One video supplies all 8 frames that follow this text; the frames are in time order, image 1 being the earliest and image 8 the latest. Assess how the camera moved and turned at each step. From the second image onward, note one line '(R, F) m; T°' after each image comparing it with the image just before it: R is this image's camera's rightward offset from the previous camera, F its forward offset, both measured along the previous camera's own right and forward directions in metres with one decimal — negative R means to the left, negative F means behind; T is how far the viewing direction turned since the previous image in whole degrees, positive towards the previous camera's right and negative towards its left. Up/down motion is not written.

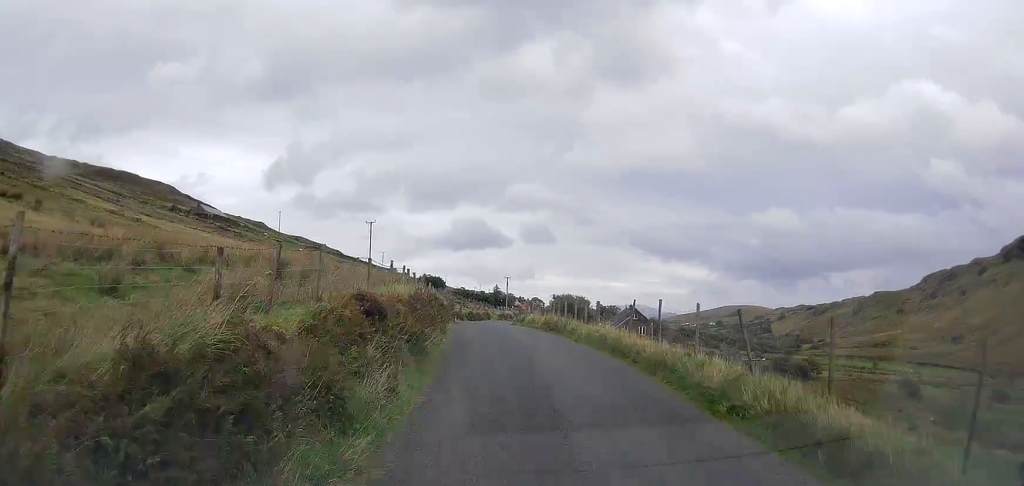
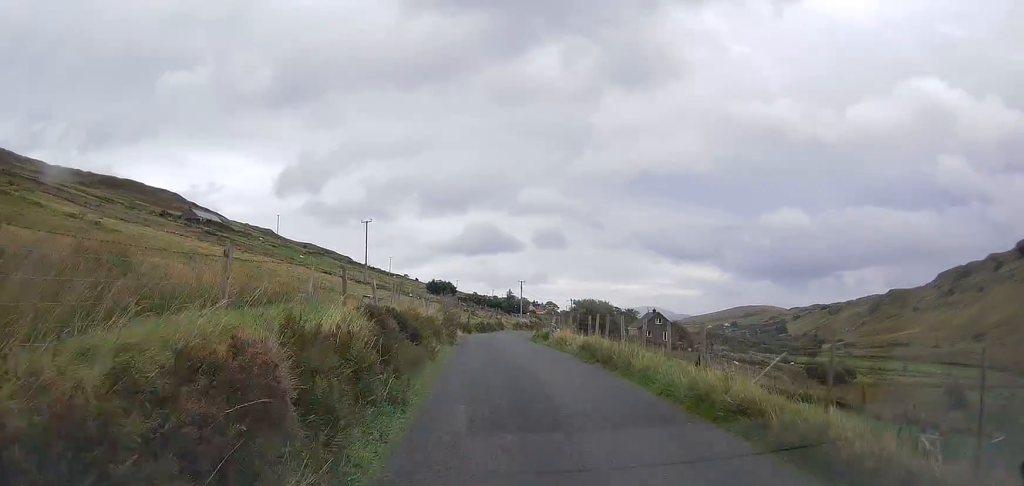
(-0.2, +10.8) m; -2°
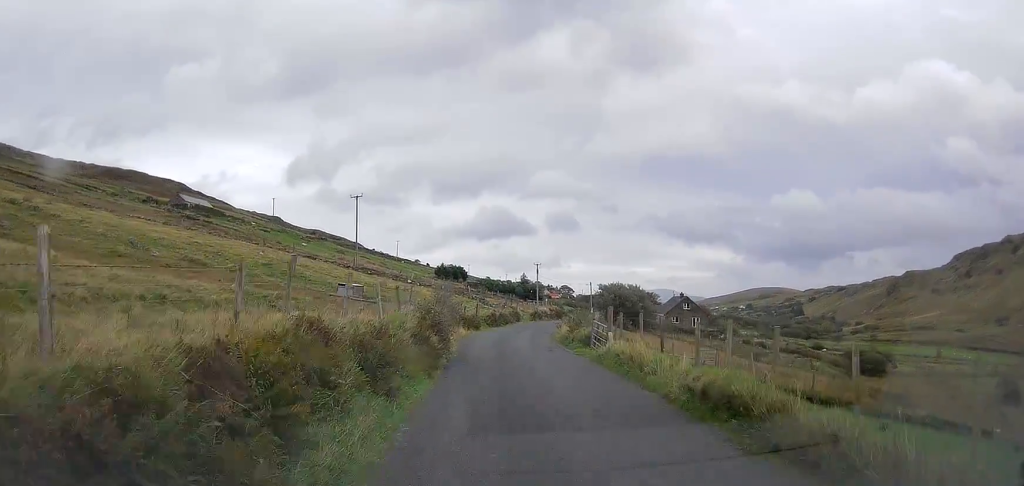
(-0.2, +12.1) m; -1°
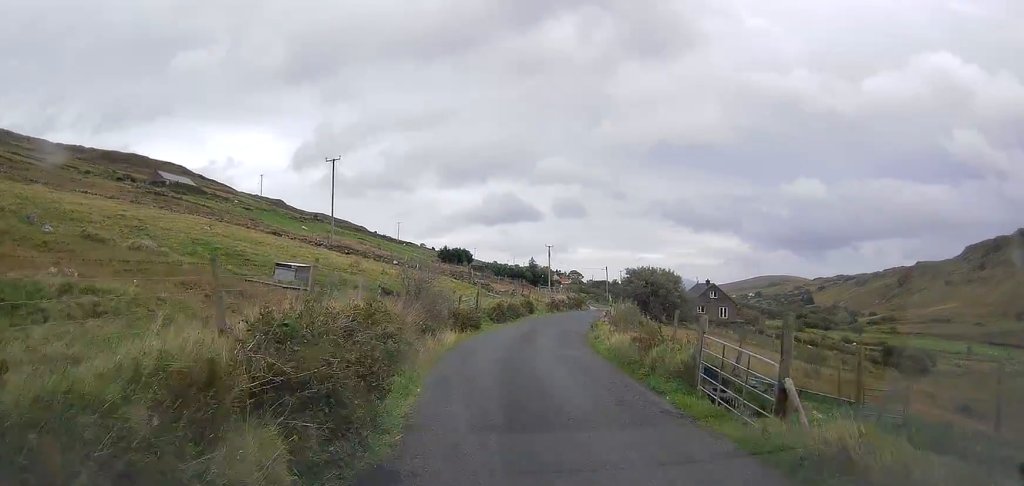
(+0.1, +12.8) m; +1°
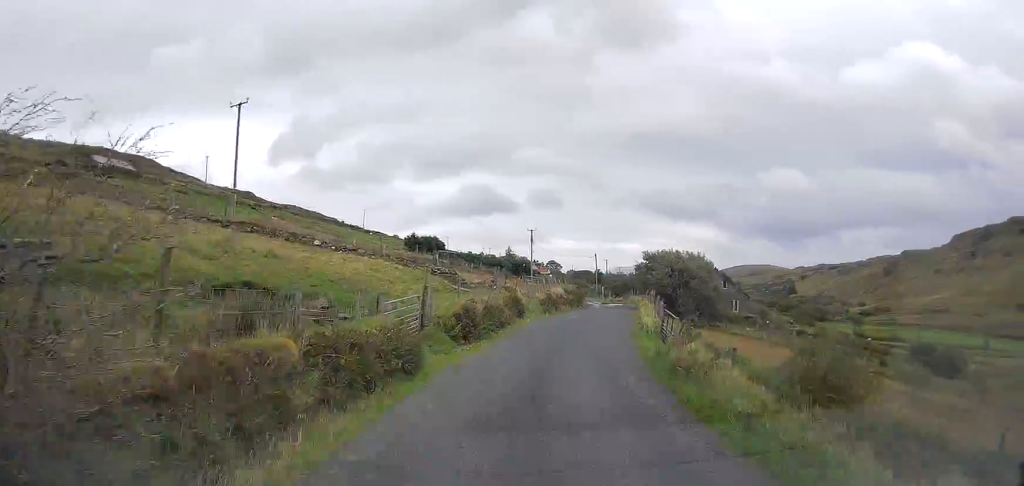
(+0.2, +17.0) m; +3°
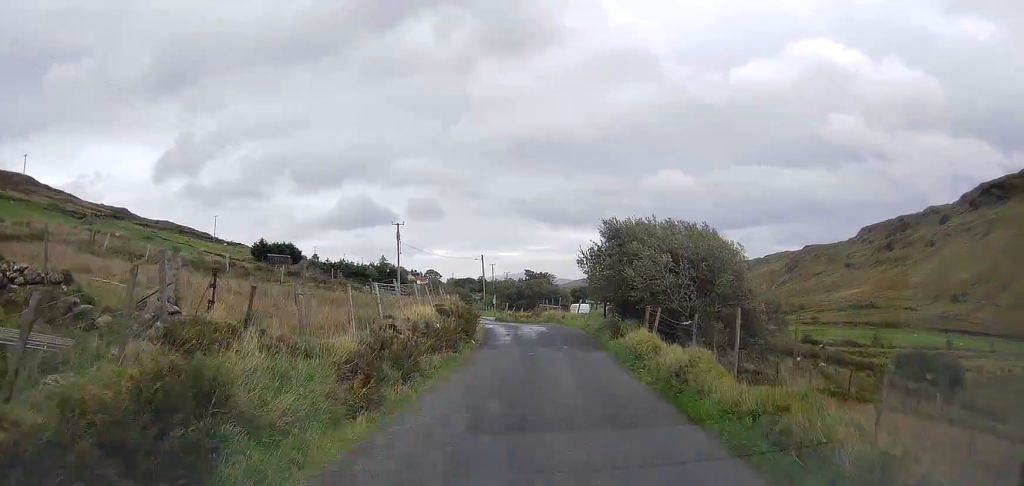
(+1.7, +25.3) m; +8°
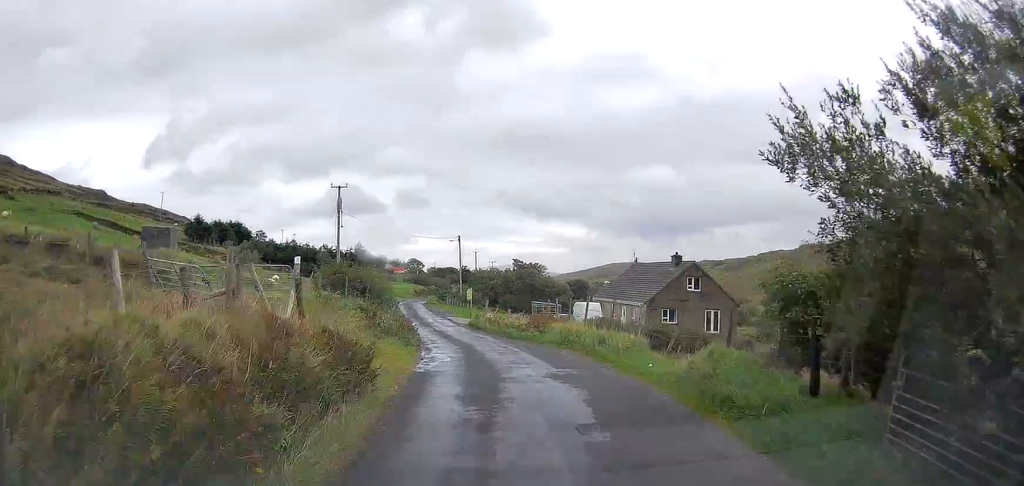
(+0.7, +21.5) m; +1°
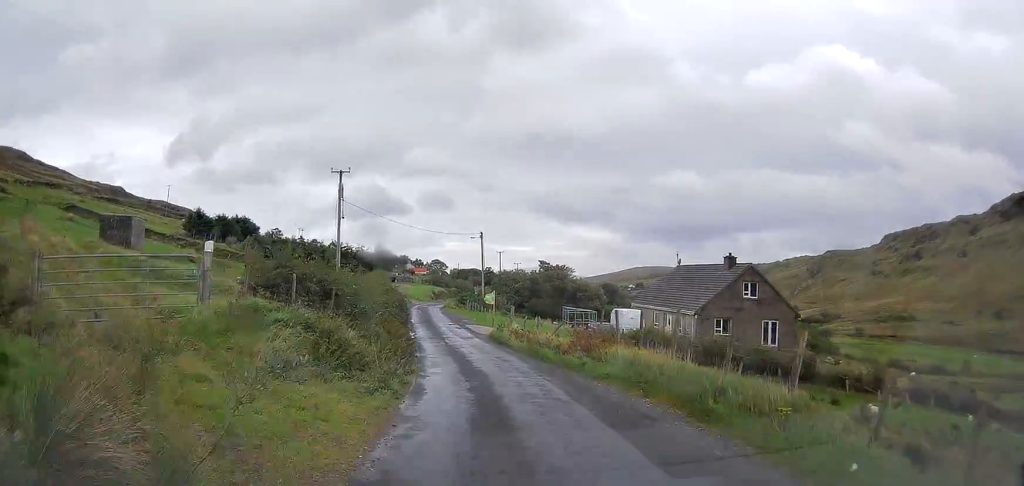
(0.0, +8.1) m; -1°
